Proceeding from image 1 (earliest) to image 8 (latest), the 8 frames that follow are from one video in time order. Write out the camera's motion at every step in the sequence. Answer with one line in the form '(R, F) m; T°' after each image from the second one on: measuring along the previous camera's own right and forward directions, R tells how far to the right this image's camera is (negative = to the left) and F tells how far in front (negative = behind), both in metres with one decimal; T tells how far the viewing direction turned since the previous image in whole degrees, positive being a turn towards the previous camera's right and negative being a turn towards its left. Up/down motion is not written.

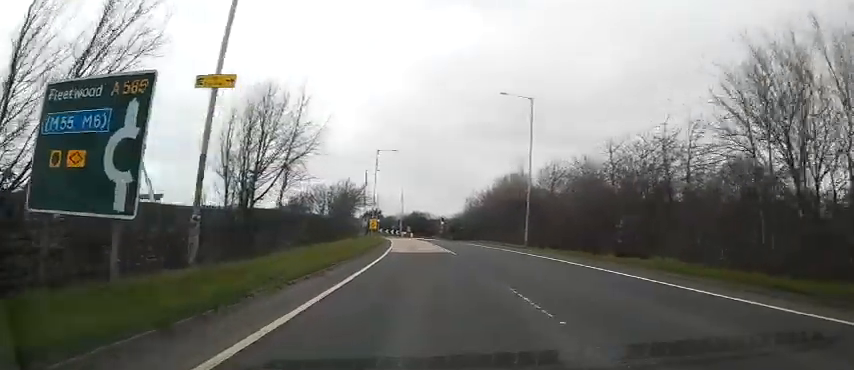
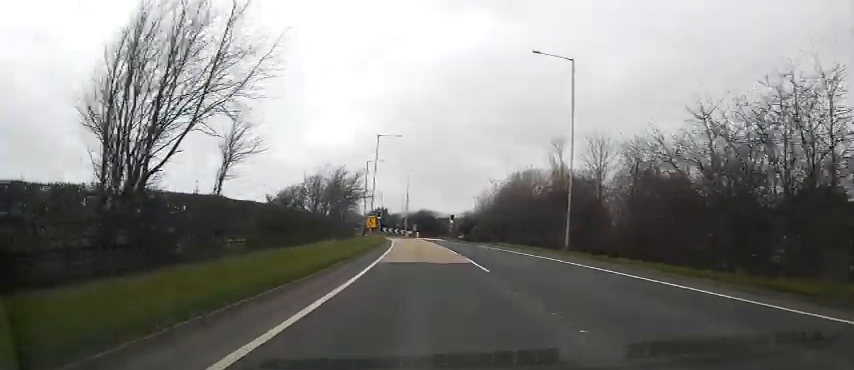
(0.0, +10.1) m; -1°
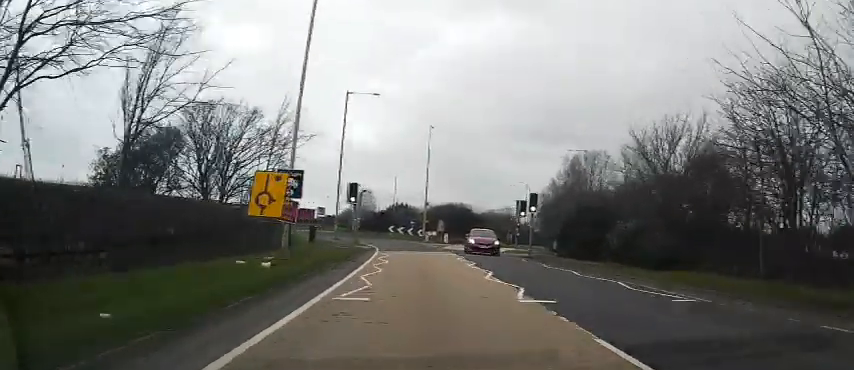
(-1.7, +42.8) m; -4°
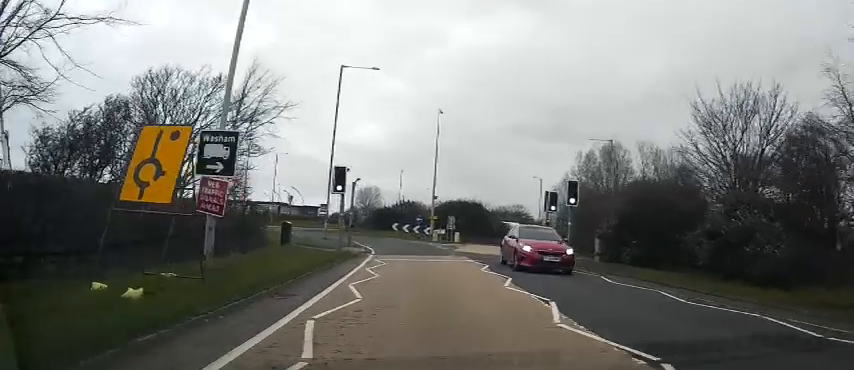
(-0.1, +6.7) m; -2°
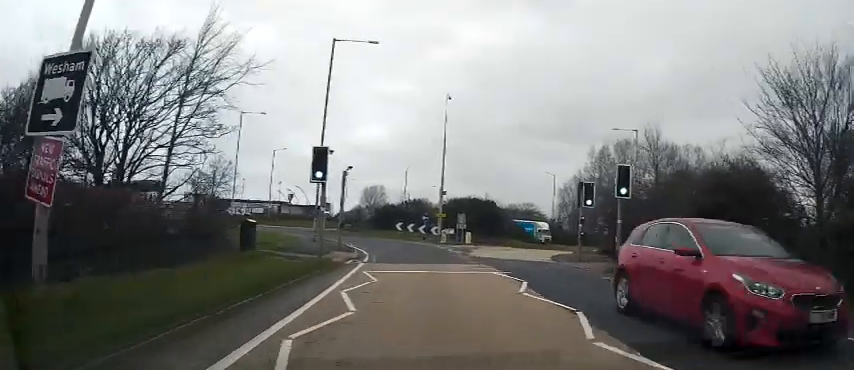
(0.0, +5.5) m; -1°
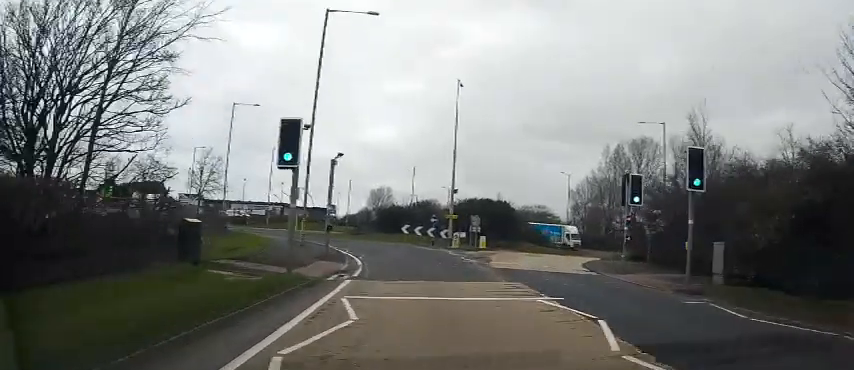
(-0.1, +5.0) m; -2°
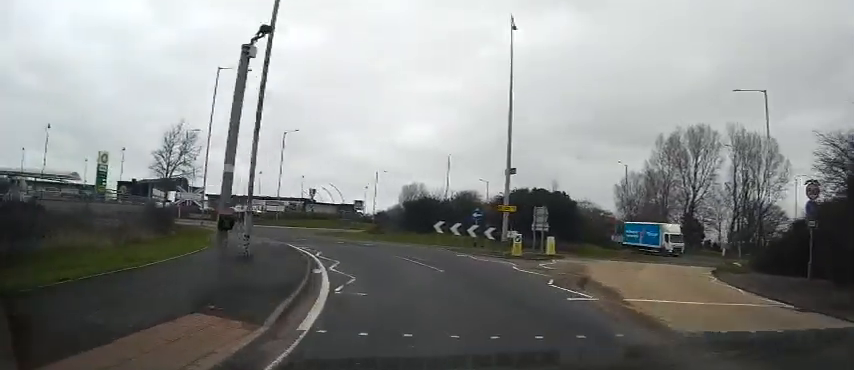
(-0.5, +12.2) m; -5°
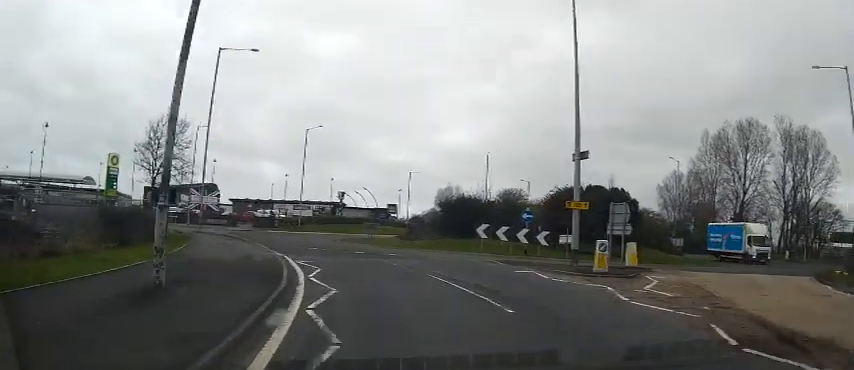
(-0.2, +6.7) m; -4°
